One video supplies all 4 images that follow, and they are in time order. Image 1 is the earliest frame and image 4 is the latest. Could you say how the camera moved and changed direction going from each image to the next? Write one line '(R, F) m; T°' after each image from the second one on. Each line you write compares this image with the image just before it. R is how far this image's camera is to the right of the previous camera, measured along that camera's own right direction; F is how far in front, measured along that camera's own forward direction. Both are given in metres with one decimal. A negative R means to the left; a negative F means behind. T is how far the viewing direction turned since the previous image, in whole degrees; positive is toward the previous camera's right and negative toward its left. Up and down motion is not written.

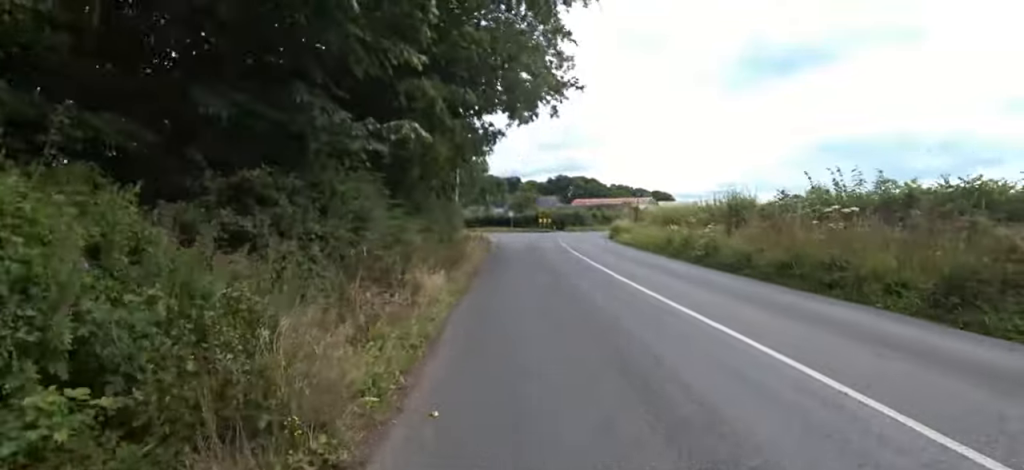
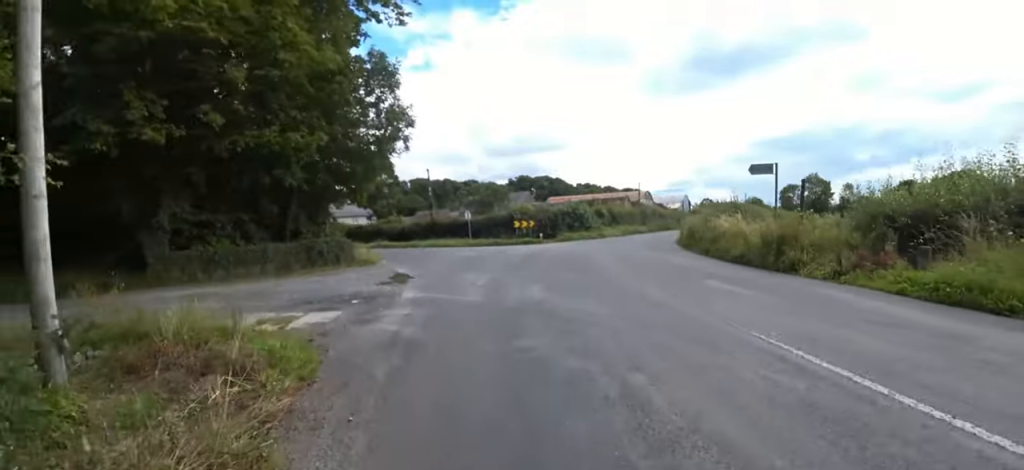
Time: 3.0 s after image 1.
(+0.9, +21.2) m; +12°
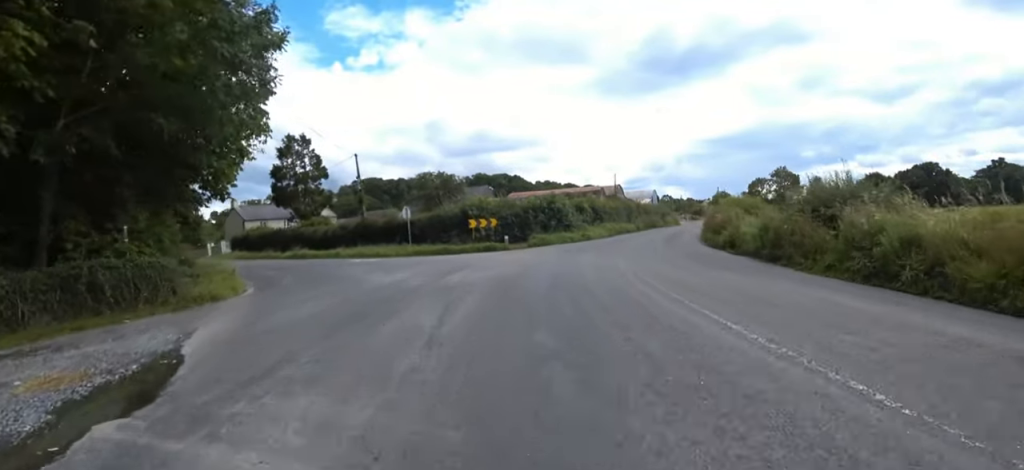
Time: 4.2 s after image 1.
(+0.3, +8.6) m; 0°
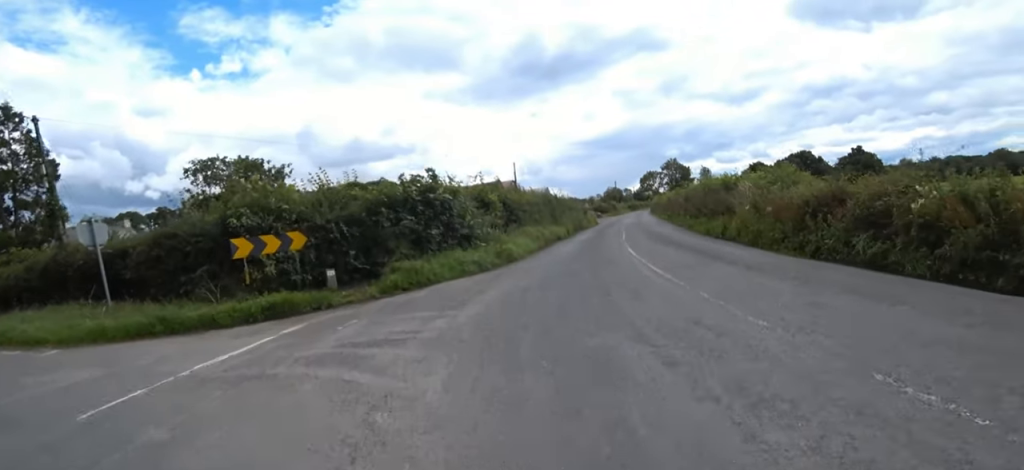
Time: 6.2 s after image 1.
(+1.5, +13.1) m; +14°
